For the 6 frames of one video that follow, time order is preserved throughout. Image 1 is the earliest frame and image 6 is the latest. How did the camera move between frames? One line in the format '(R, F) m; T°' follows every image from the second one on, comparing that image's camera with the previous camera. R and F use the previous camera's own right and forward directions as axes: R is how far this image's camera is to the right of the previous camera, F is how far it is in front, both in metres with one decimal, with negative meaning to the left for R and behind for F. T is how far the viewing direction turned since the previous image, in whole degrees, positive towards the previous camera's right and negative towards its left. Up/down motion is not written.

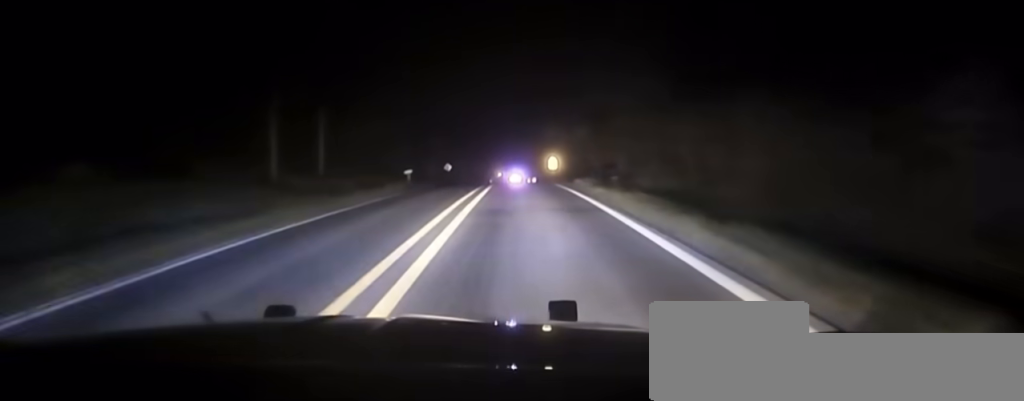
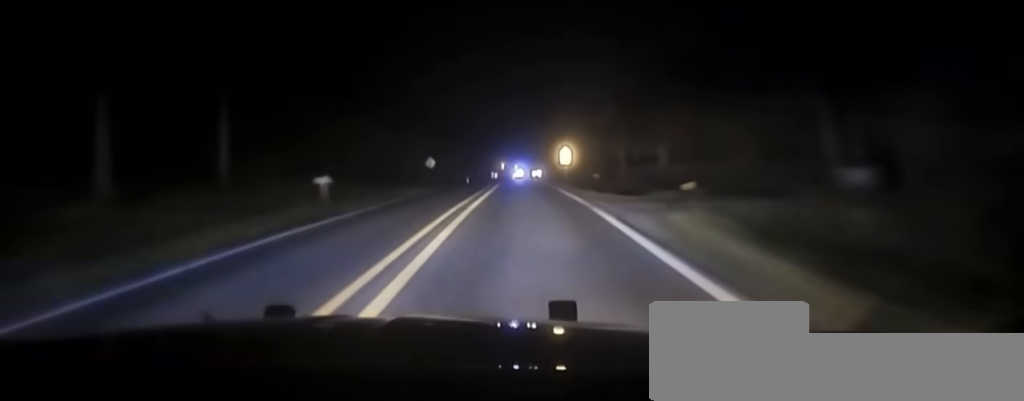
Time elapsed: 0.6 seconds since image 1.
(0.0, +24.9) m; 0°
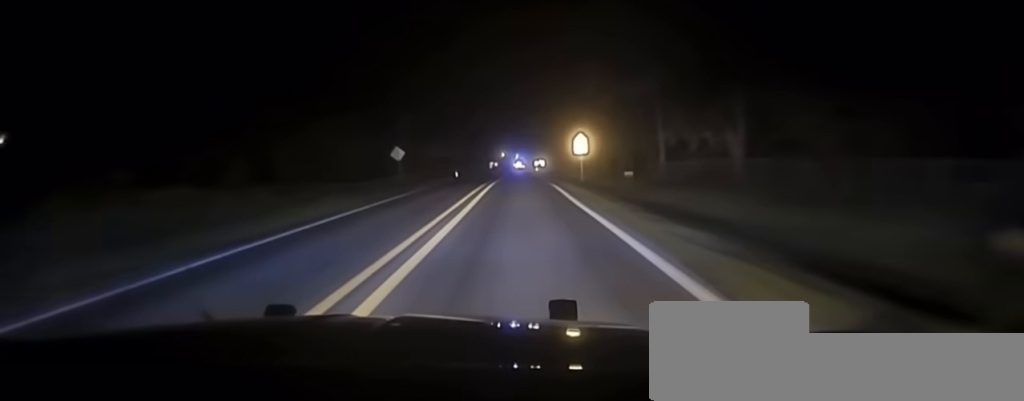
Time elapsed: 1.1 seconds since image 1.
(0.0, +22.0) m; 0°
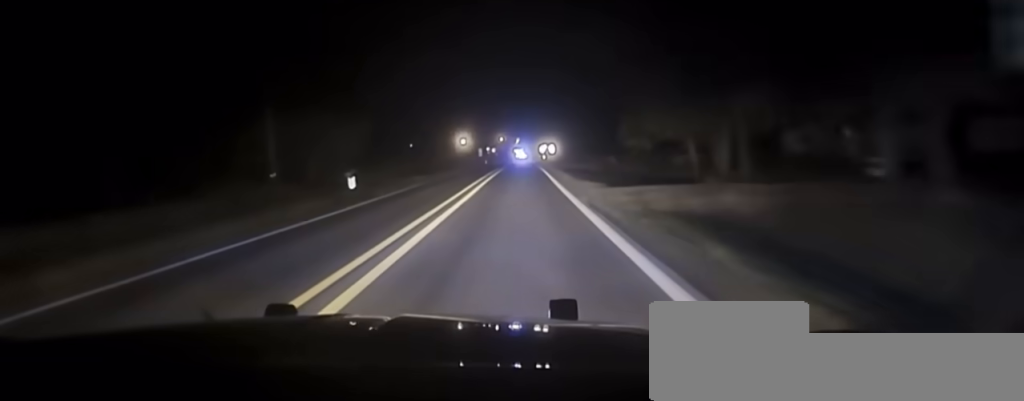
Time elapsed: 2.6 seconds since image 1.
(0.0, +62.5) m; 0°
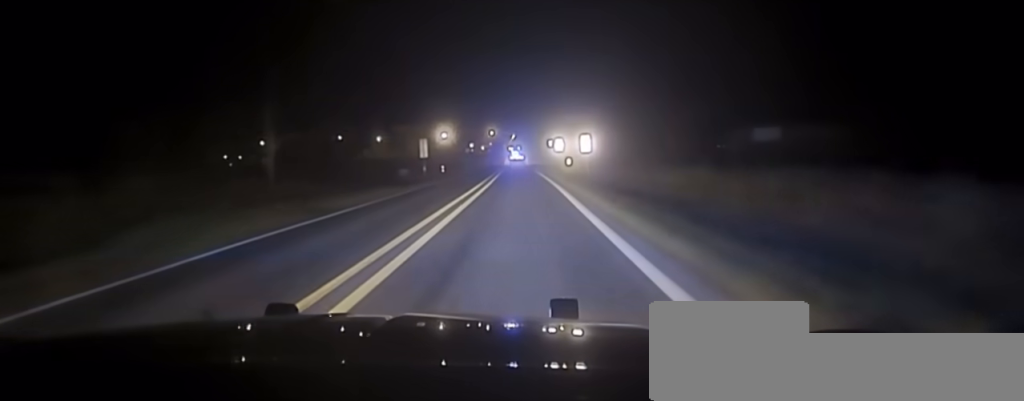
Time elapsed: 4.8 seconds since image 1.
(0.0, +92.4) m; 0°
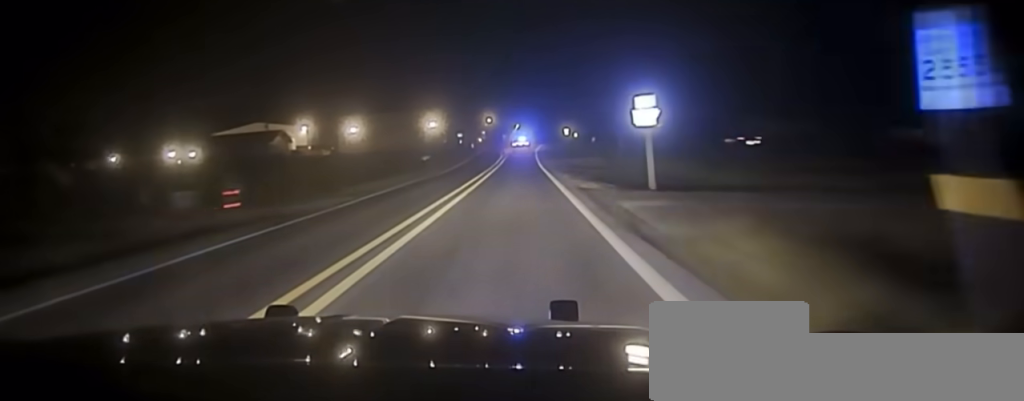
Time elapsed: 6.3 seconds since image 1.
(+0.4, +66.6) m; +1°
